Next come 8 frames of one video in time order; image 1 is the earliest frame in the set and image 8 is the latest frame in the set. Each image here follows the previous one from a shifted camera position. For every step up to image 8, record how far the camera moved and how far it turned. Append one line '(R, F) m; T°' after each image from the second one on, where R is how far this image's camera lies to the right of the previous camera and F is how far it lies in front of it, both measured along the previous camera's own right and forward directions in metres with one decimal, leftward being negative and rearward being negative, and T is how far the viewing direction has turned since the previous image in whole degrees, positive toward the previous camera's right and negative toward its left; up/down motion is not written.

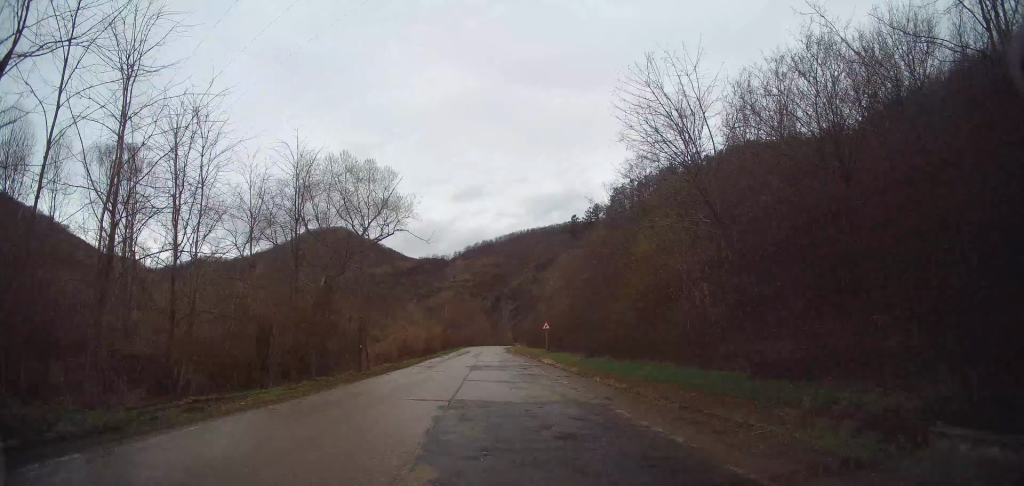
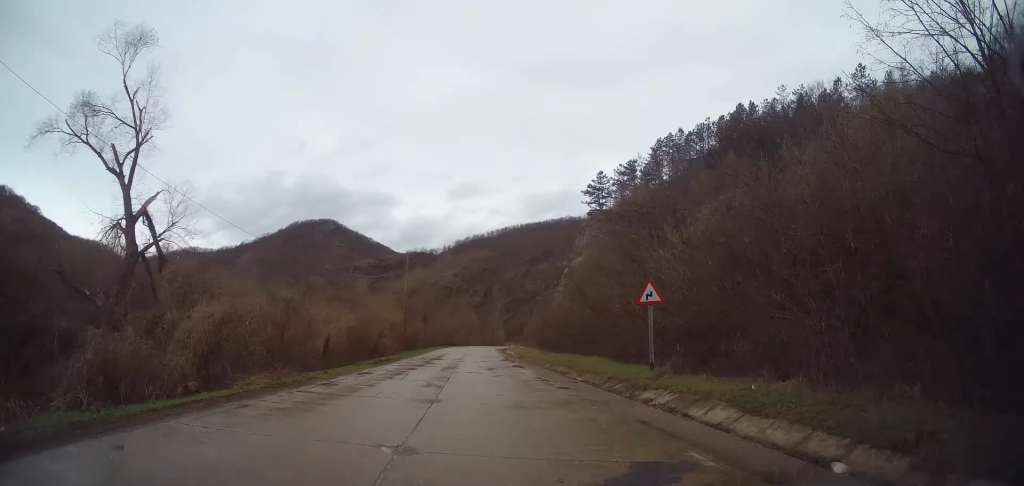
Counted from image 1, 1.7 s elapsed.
(+0.8, +31.7) m; +2°
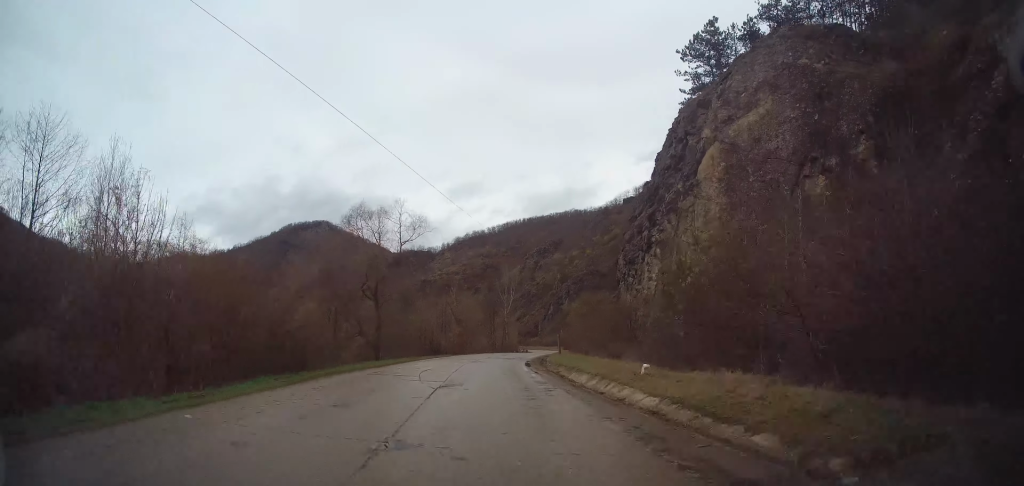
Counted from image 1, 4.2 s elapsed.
(-0.1, +45.0) m; -1°
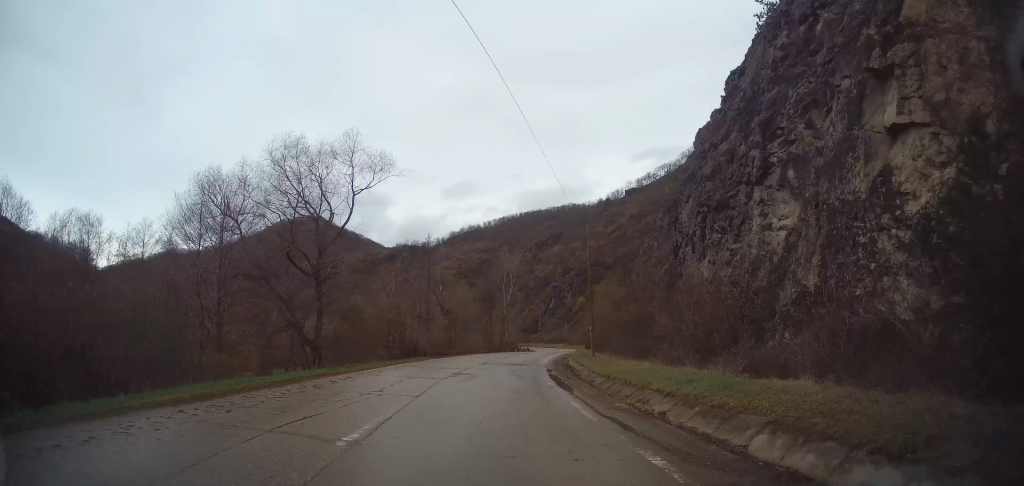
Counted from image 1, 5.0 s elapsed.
(+0.1, +15.4) m; +2°
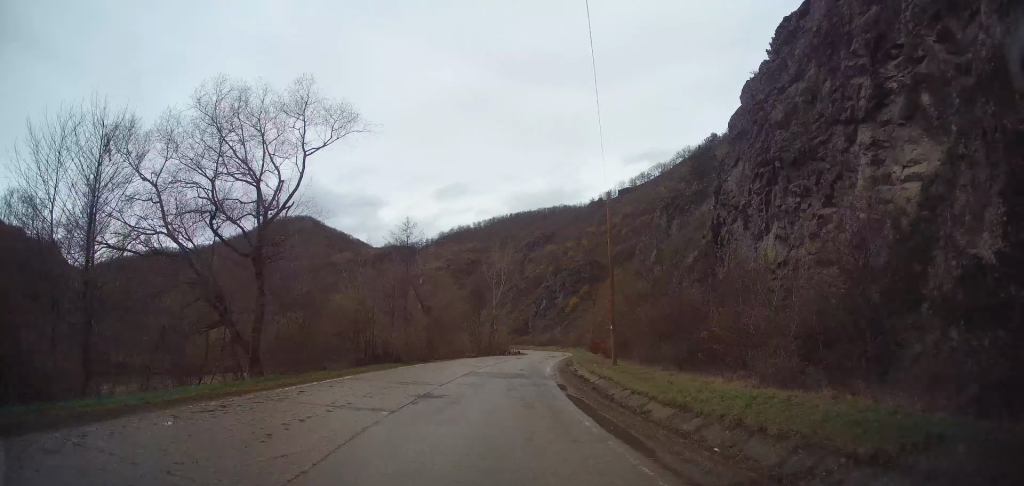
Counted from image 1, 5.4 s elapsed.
(-0.1, +7.1) m; +1°
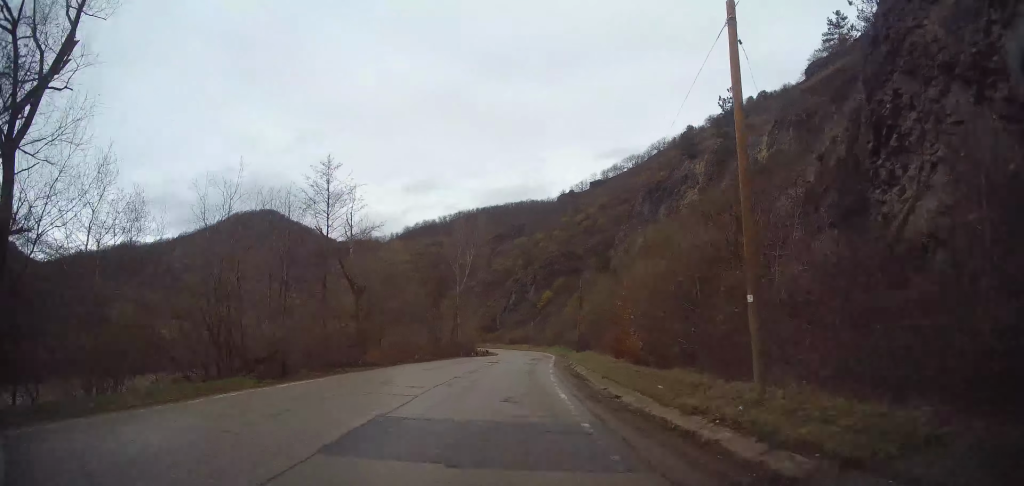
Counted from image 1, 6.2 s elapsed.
(+0.6, +13.7) m; +3°
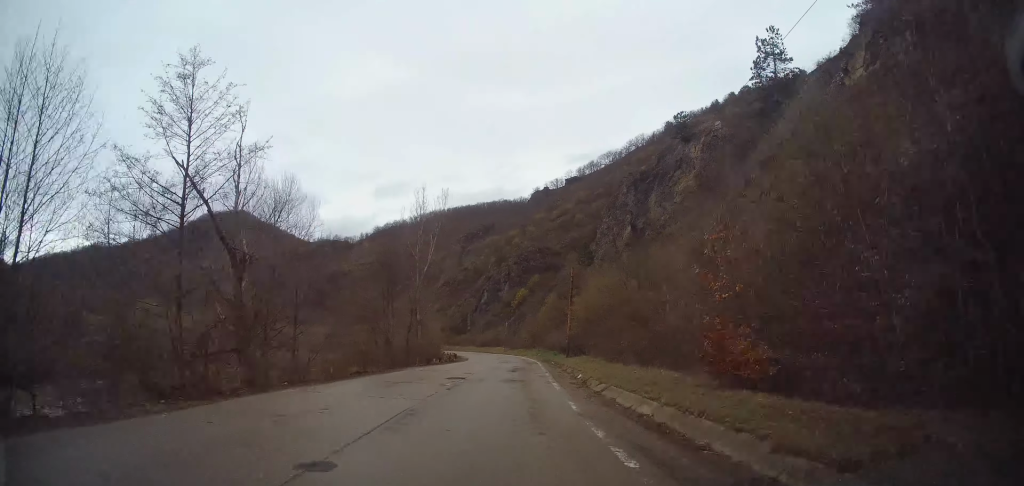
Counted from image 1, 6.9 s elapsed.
(+0.2, +11.9) m; +2°
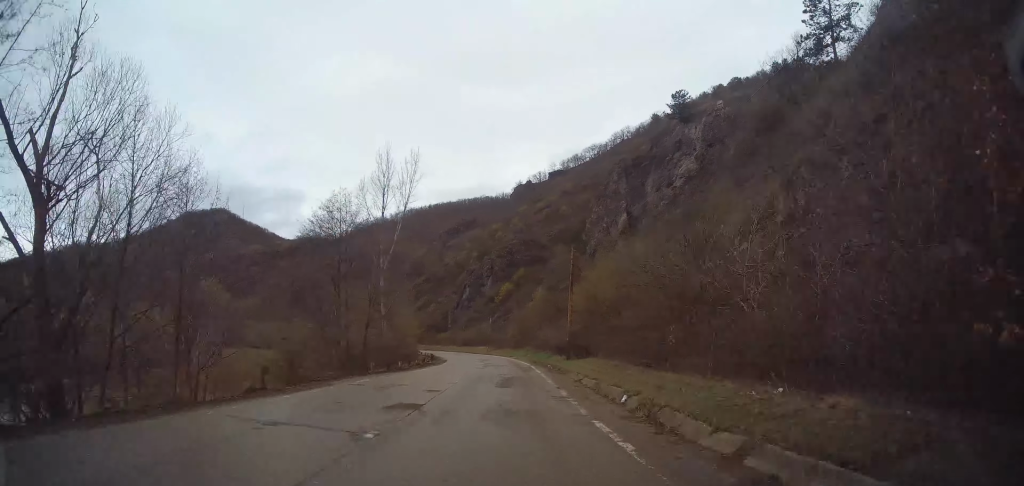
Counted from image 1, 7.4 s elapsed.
(-0.1, +9.0) m; +1°
